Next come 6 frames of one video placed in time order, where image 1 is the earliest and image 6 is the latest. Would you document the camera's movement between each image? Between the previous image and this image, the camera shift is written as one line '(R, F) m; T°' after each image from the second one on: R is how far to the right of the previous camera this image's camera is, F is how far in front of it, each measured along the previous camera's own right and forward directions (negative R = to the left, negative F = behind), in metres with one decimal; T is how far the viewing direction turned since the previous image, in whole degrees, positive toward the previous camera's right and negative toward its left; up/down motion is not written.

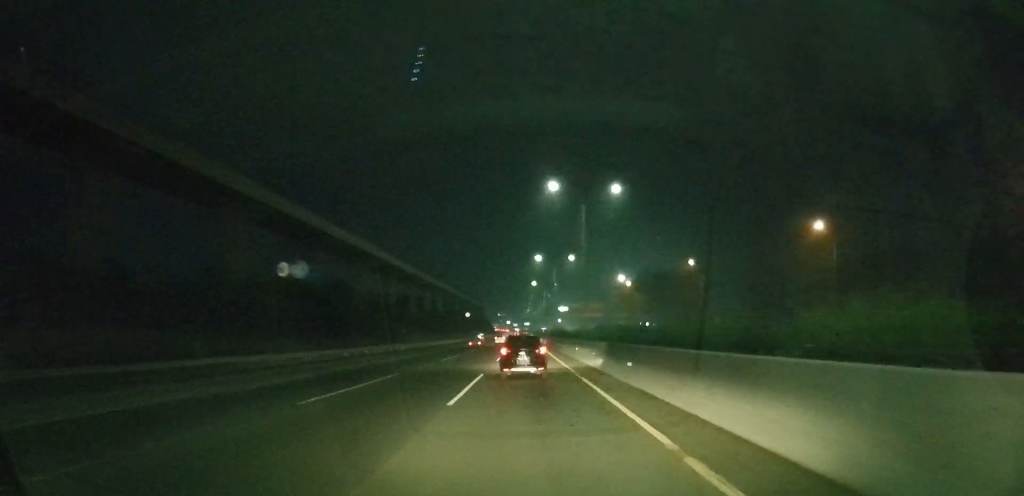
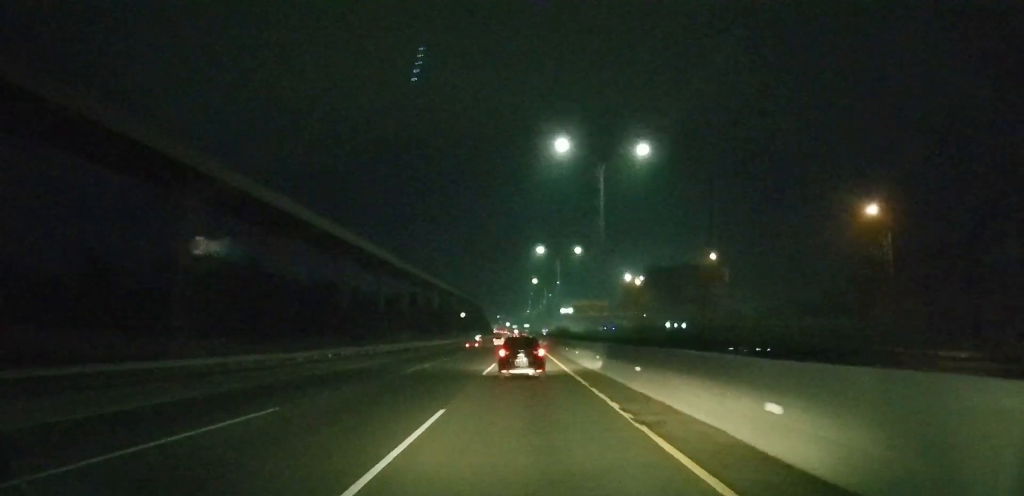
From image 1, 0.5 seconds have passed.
(+0.2, +12.2) m; 0°
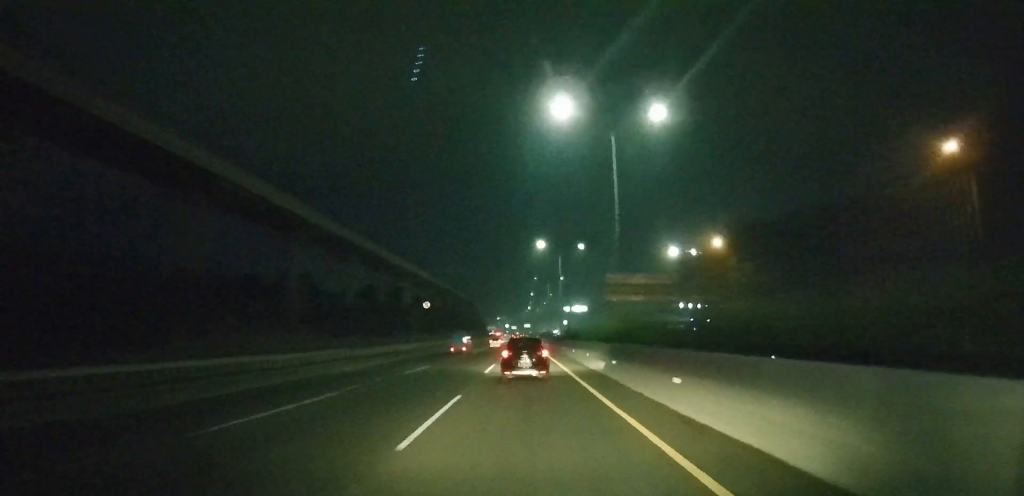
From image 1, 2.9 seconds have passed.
(-0.9, +50.0) m; -1°
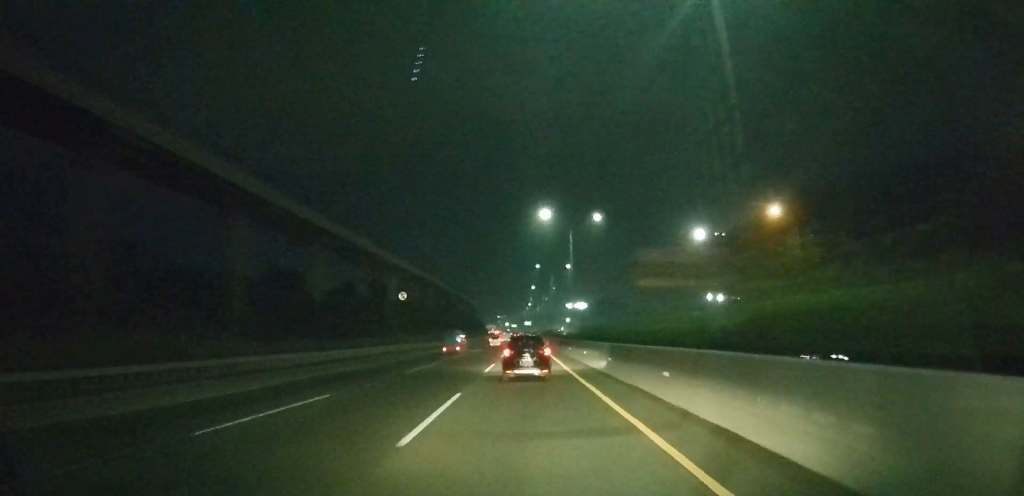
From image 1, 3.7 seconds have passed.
(0.0, +16.6) m; 0°
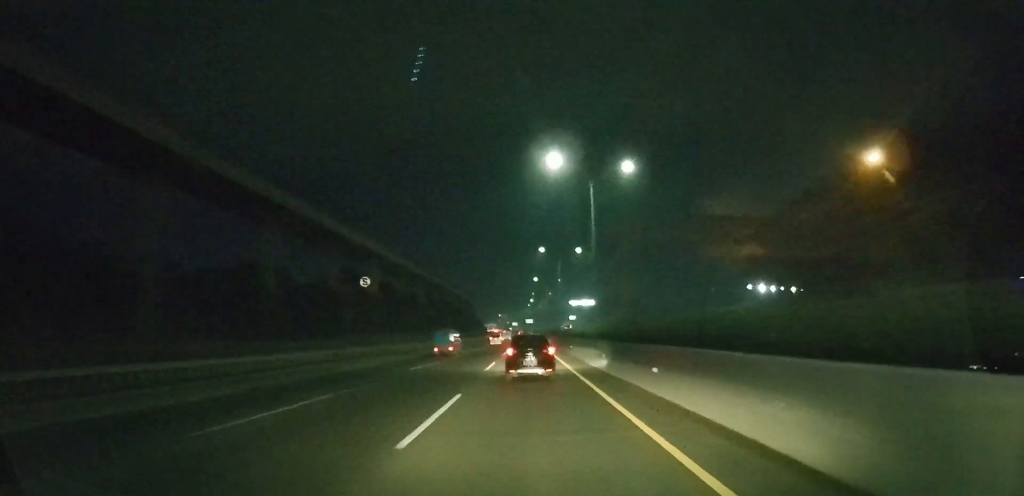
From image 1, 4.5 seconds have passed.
(0.0, +17.8) m; +1°
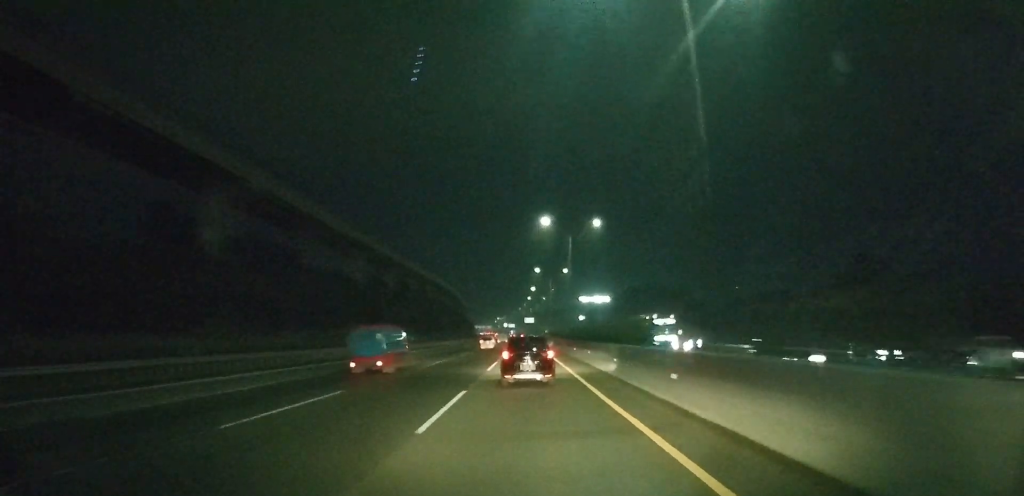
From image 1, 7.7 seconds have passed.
(+0.5, +75.2) m; 0°
